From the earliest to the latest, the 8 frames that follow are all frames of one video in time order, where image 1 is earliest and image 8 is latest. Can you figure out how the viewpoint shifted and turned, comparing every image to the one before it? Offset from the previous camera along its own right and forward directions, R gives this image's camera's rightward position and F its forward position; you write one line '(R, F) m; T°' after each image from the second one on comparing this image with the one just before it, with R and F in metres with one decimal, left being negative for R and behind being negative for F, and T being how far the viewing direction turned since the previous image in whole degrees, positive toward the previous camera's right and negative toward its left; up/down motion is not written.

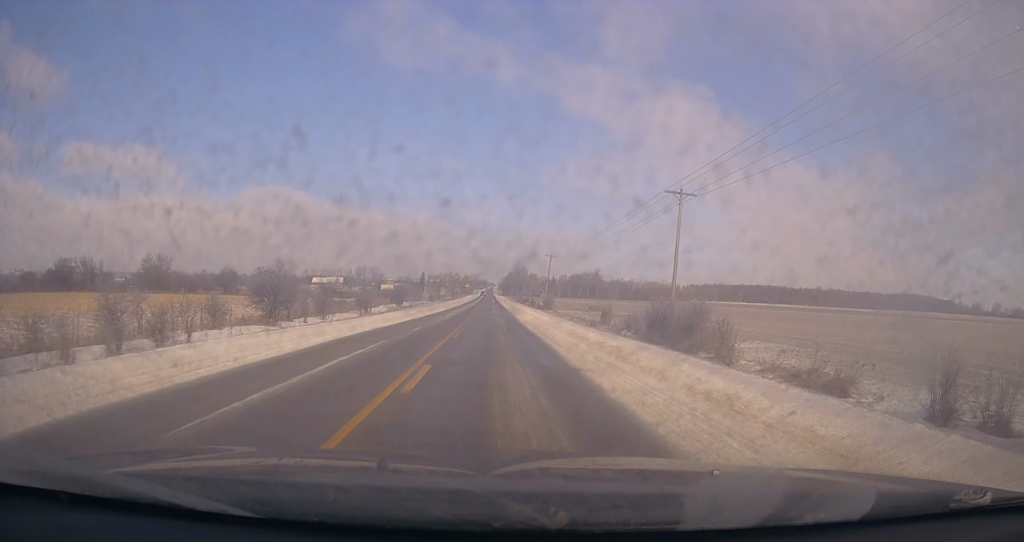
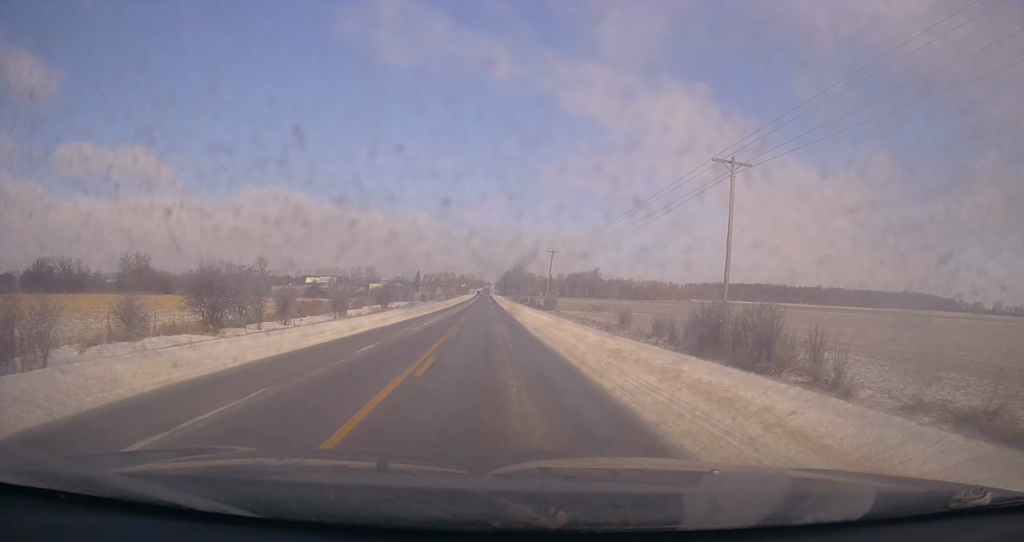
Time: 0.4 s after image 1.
(-0.1, +8.6) m; 0°
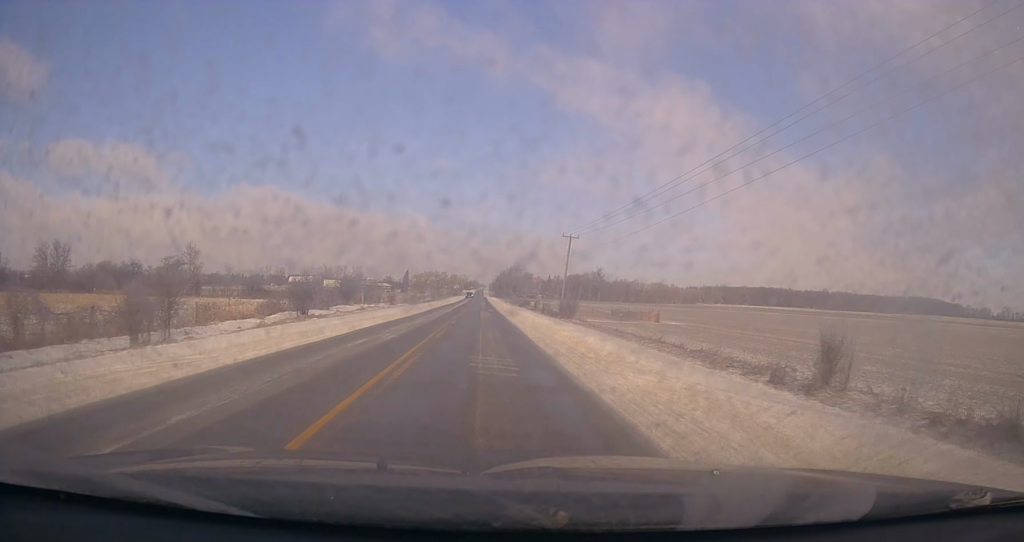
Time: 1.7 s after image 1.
(-0.1, +28.2) m; +1°
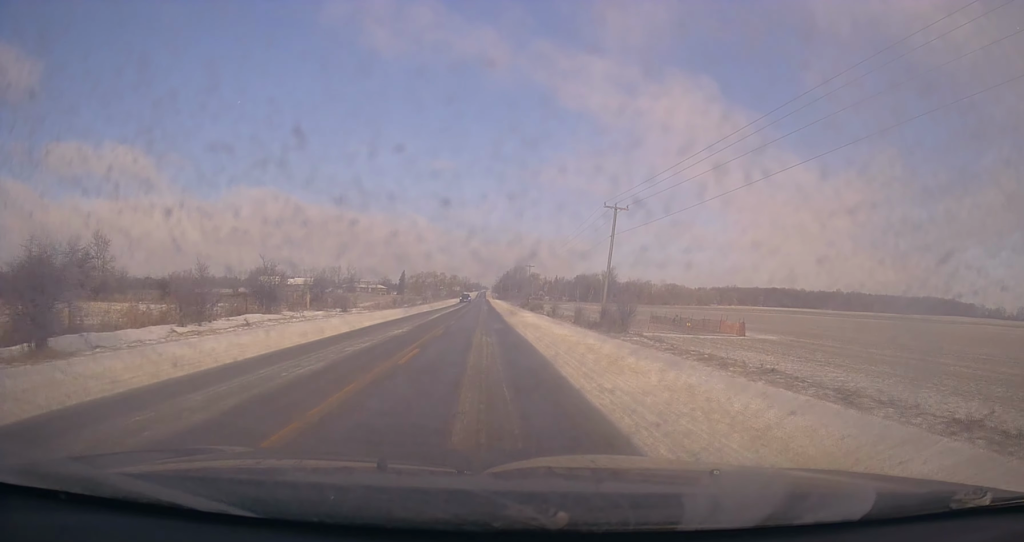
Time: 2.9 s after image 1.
(+0.5, +25.2) m; 0°
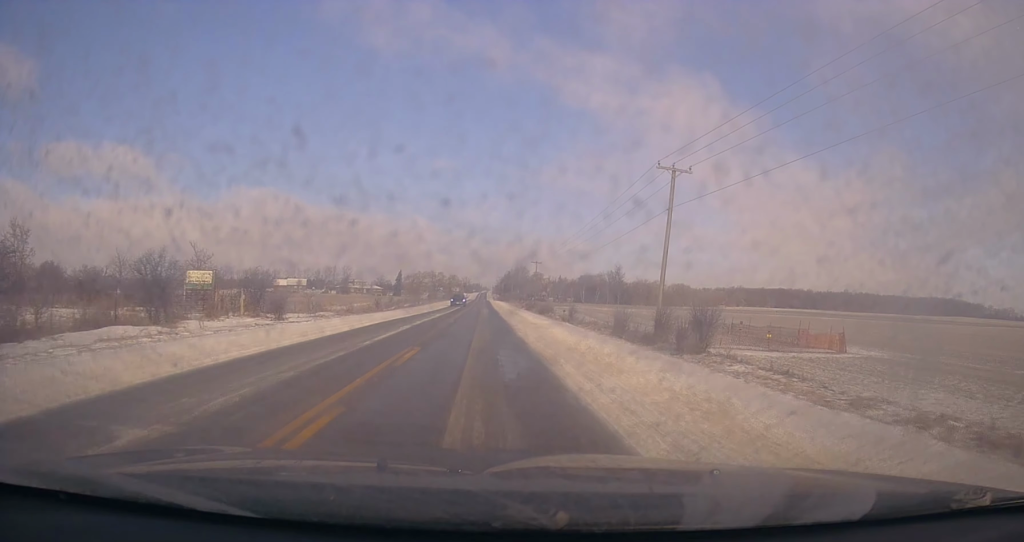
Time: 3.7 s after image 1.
(-0.4, +16.0) m; -1°
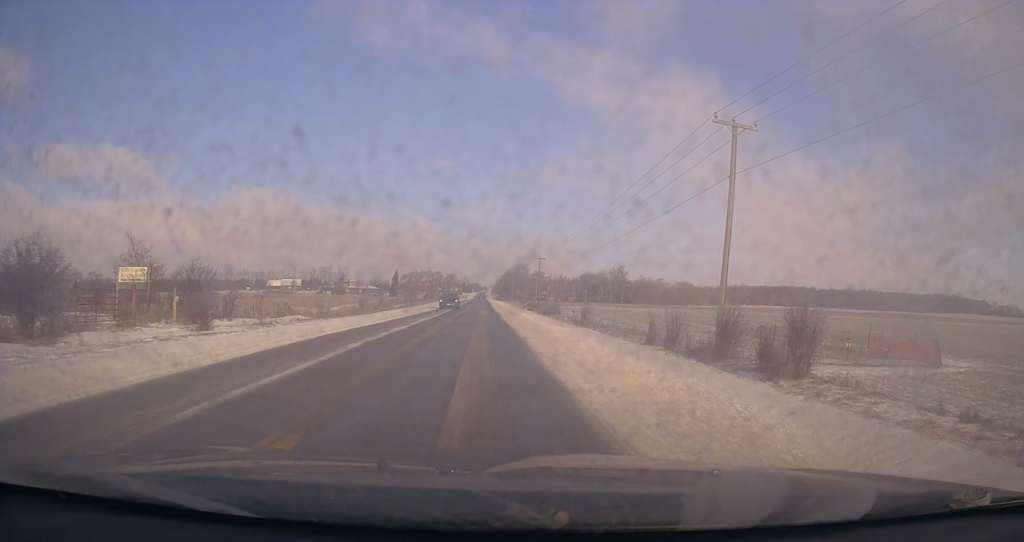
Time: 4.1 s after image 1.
(0.0, +9.2) m; 0°
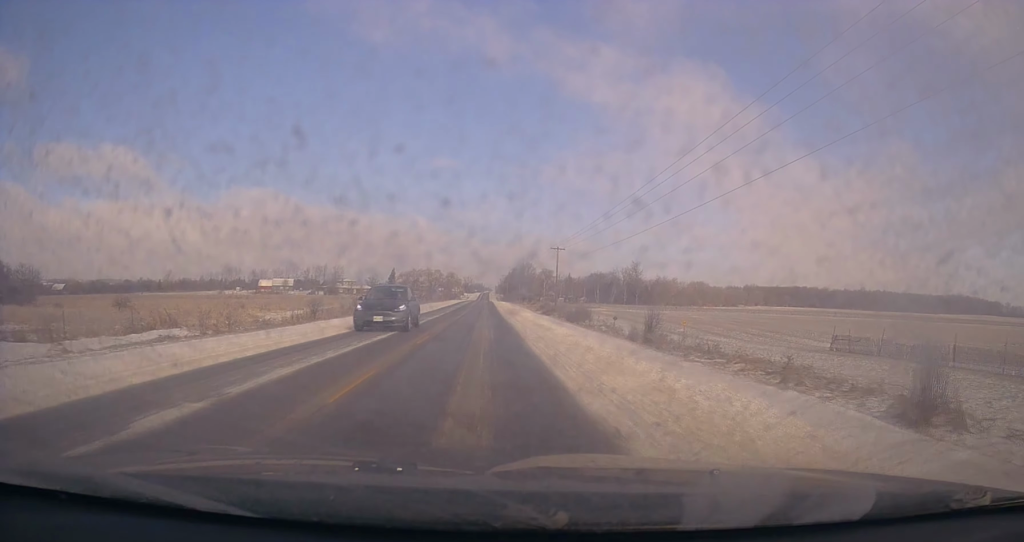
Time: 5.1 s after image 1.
(+0.1, +20.9) m; 0°
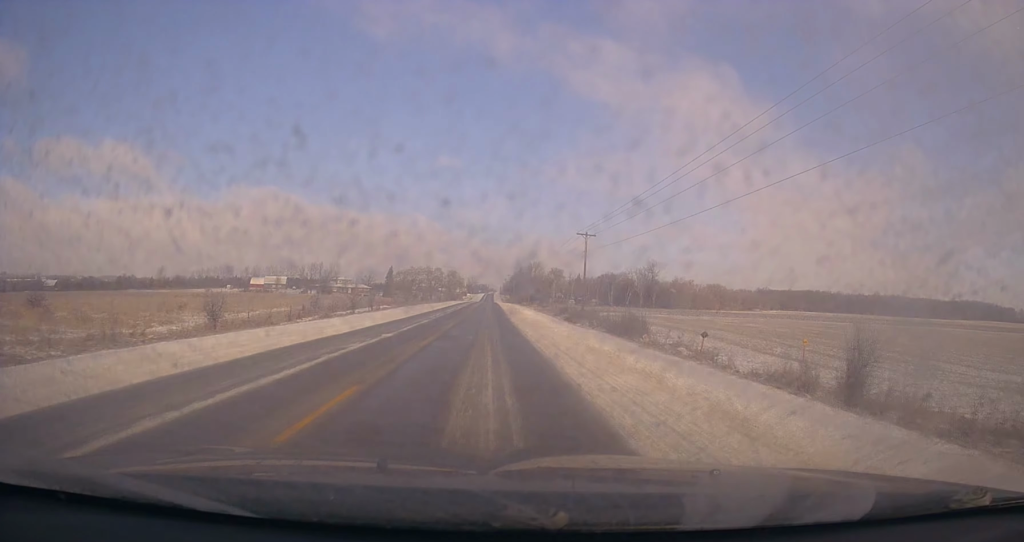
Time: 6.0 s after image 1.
(0.0, +19.7) m; 0°
